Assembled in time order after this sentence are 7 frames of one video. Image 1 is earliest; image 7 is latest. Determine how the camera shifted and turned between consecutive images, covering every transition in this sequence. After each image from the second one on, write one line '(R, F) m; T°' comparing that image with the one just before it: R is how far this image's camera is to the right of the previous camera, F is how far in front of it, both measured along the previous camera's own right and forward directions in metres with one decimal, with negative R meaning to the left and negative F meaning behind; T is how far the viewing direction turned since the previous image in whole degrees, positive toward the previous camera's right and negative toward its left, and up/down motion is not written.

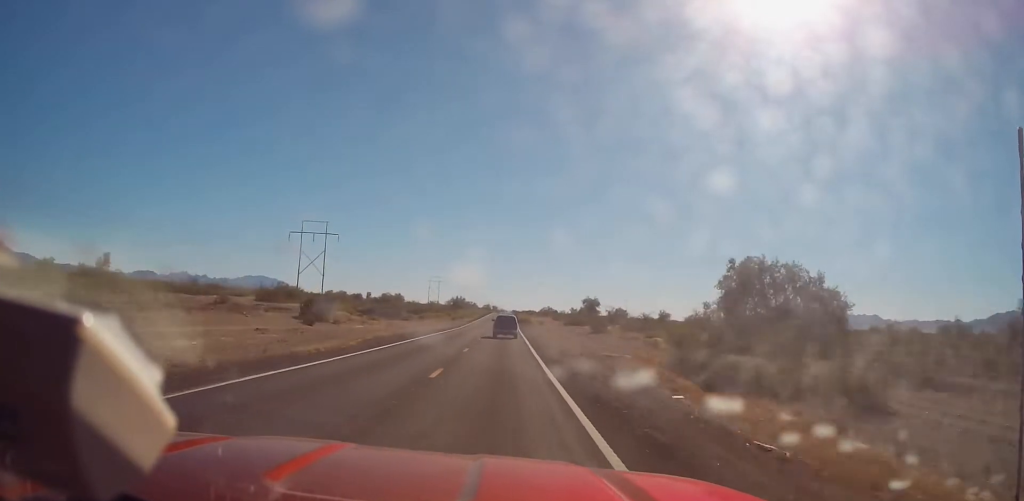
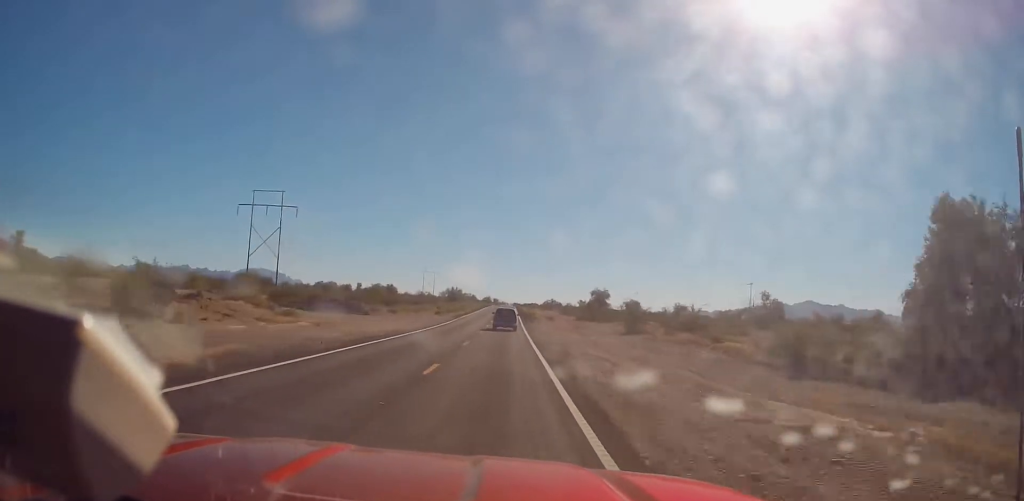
(0.0, +28.0) m; 0°
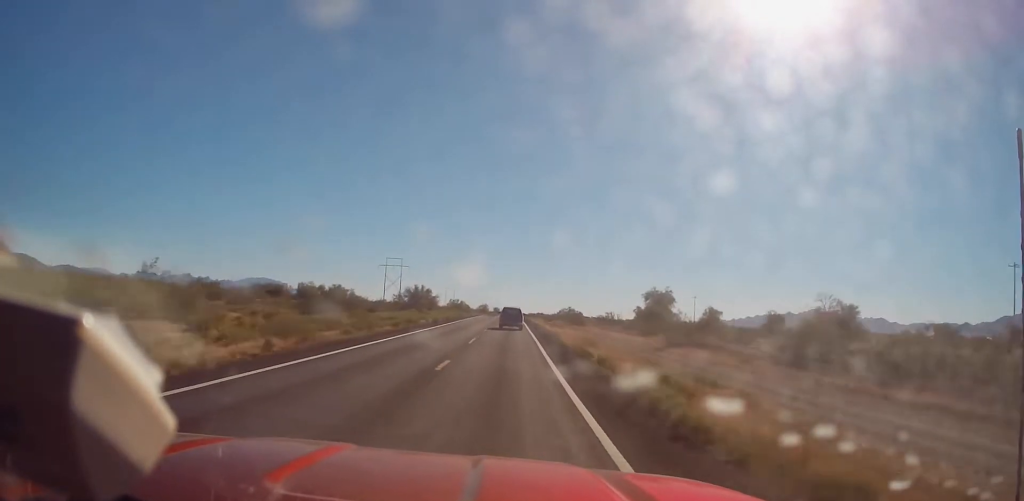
(-0.1, +102.1) m; 0°
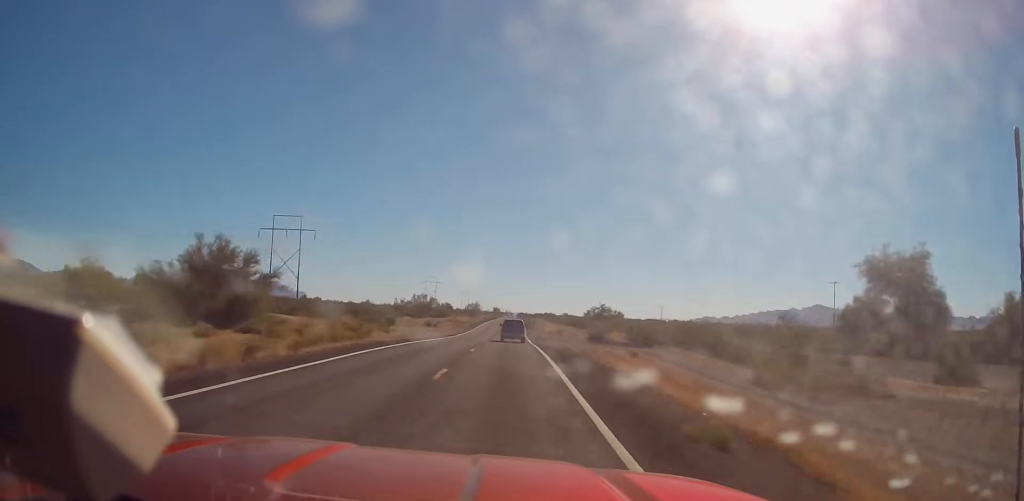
(+0.2, +104.7) m; 0°
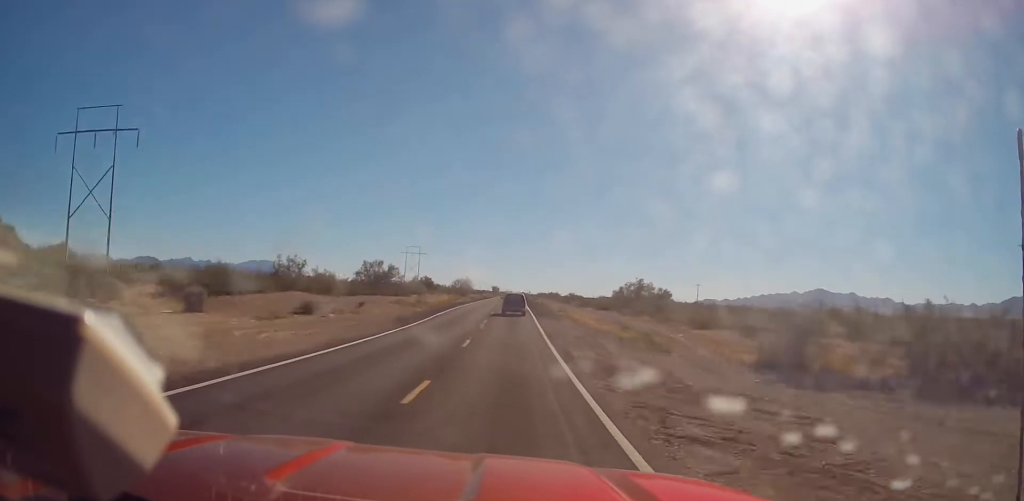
(0.0, +57.8) m; 0°
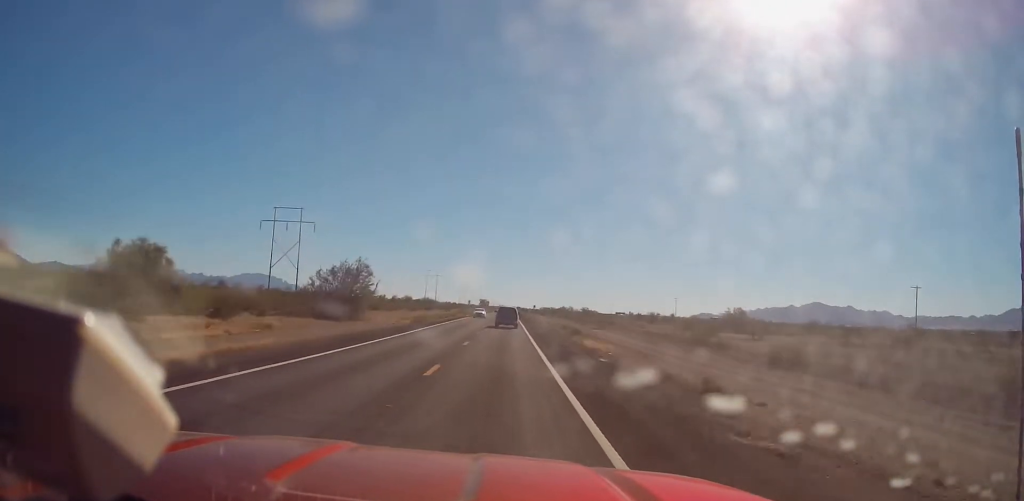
(0.0, +137.7) m; 0°
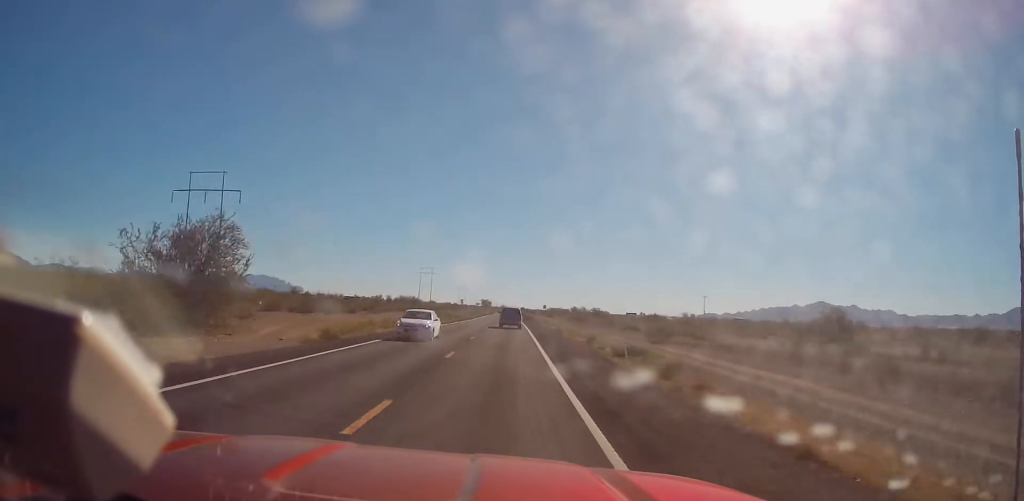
(0.0, +33.5) m; 0°
